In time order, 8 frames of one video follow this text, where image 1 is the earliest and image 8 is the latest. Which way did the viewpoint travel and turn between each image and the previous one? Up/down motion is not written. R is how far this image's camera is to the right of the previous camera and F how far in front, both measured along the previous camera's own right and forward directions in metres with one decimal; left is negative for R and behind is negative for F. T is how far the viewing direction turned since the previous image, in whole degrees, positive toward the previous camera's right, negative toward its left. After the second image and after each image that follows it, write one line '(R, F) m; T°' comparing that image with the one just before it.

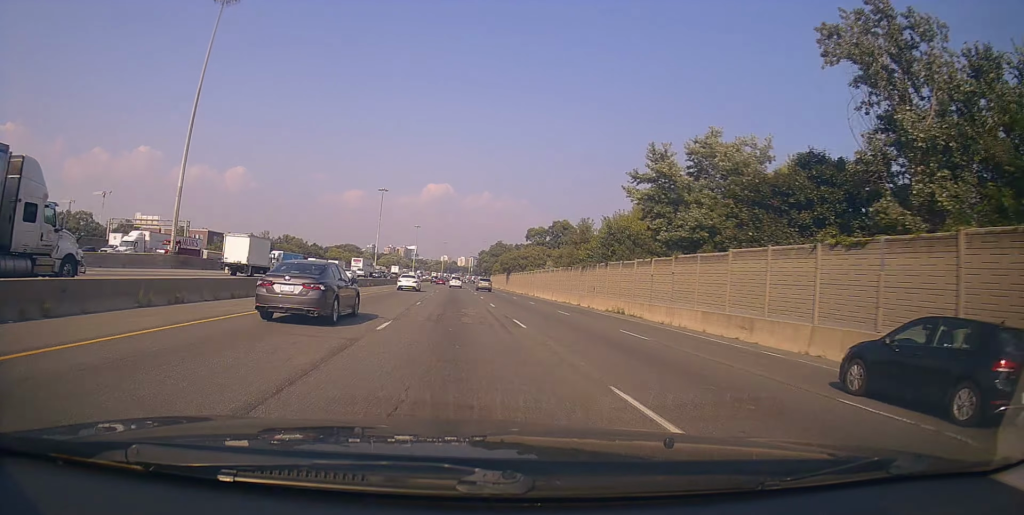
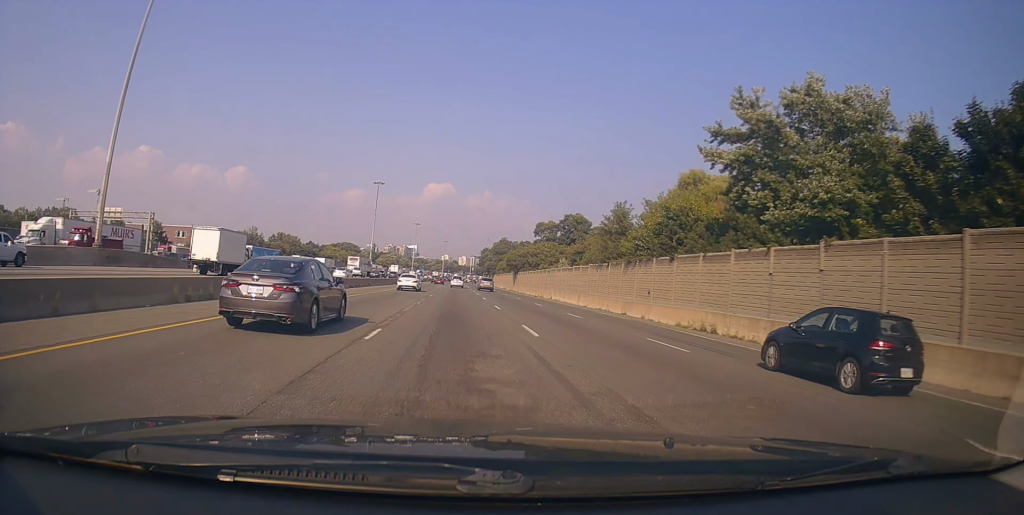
(+0.1, +14.6) m; 0°
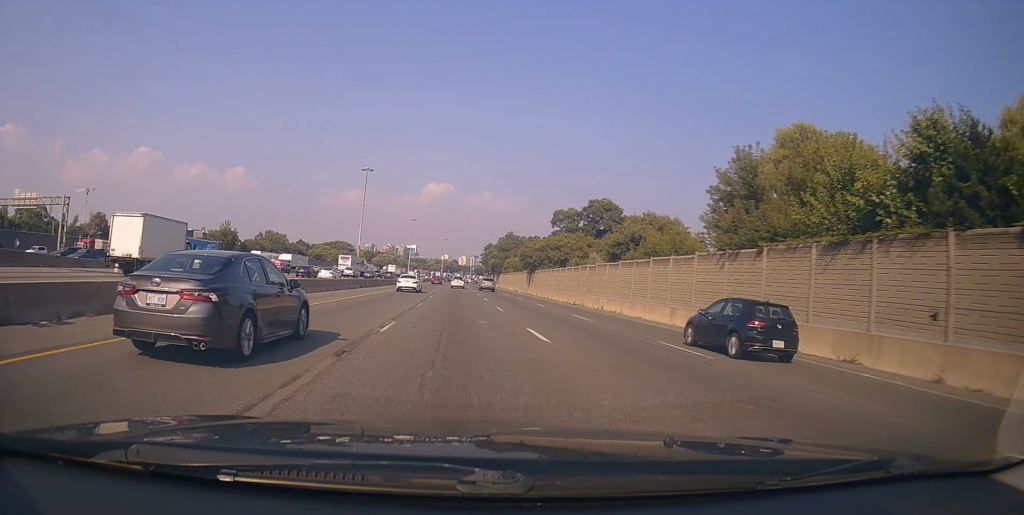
(-0.3, +24.6) m; -1°
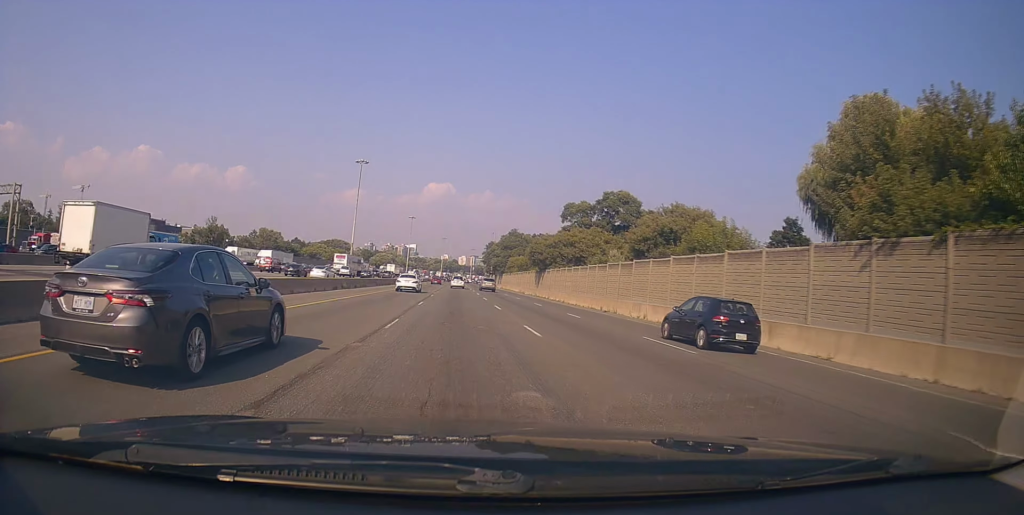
(0.0, +10.8) m; 0°
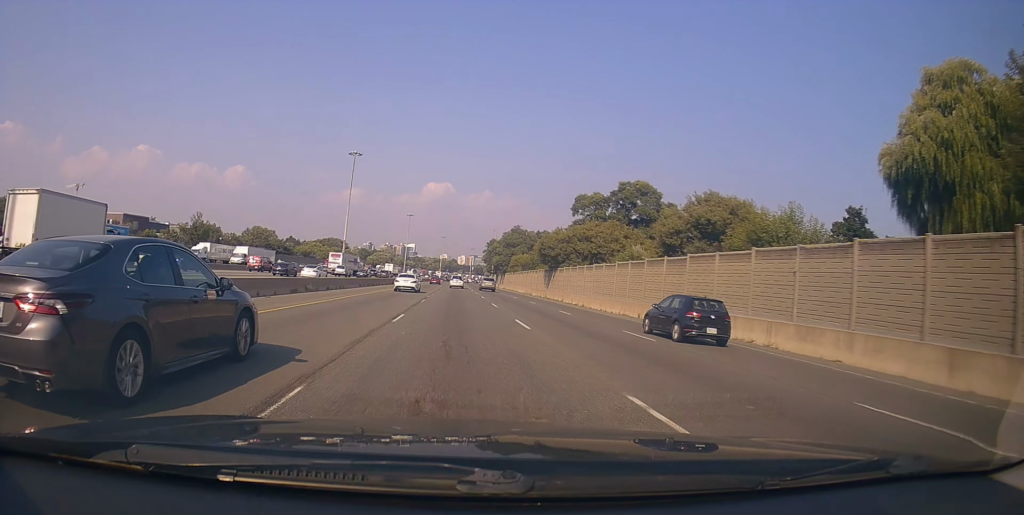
(-0.1, +10.0) m; 0°
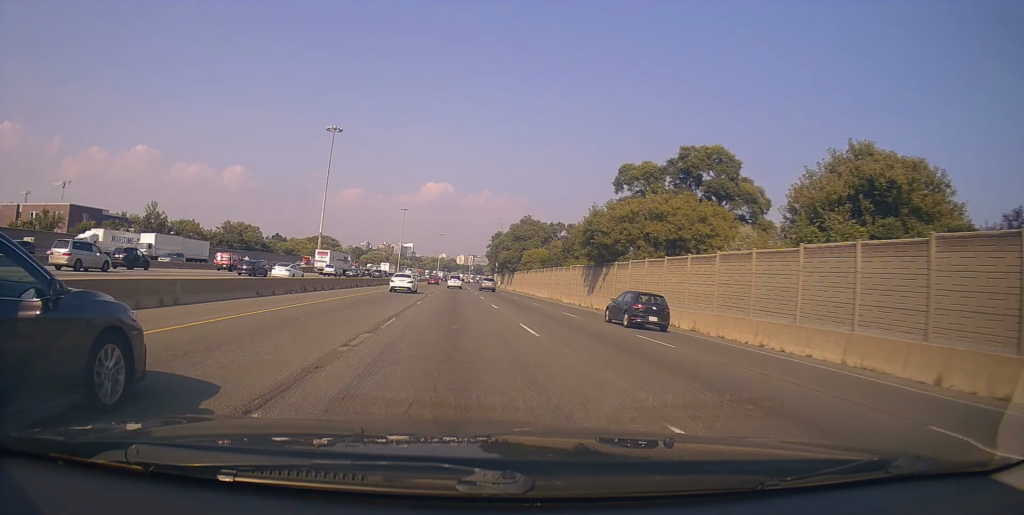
(+0.4, +25.7) m; +1°
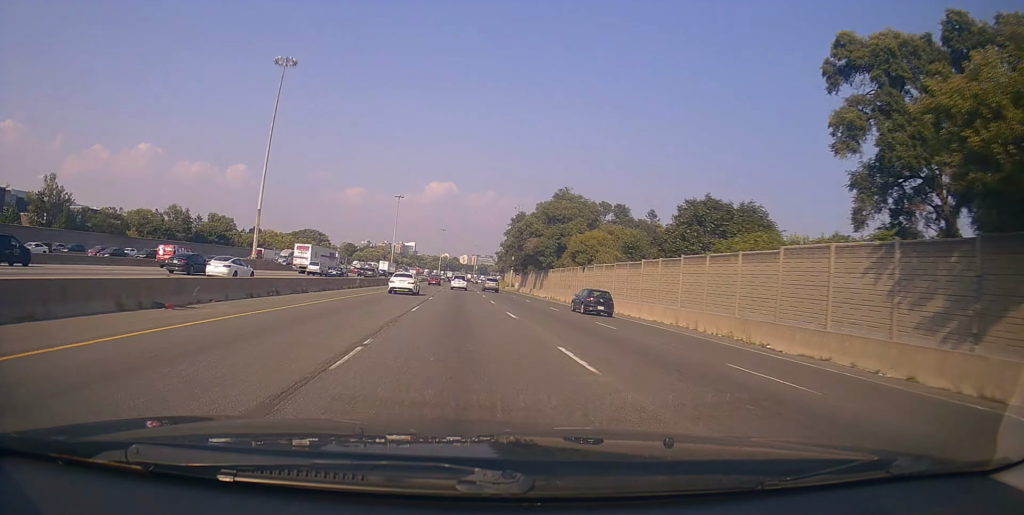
(0.0, +42.3) m; 0°
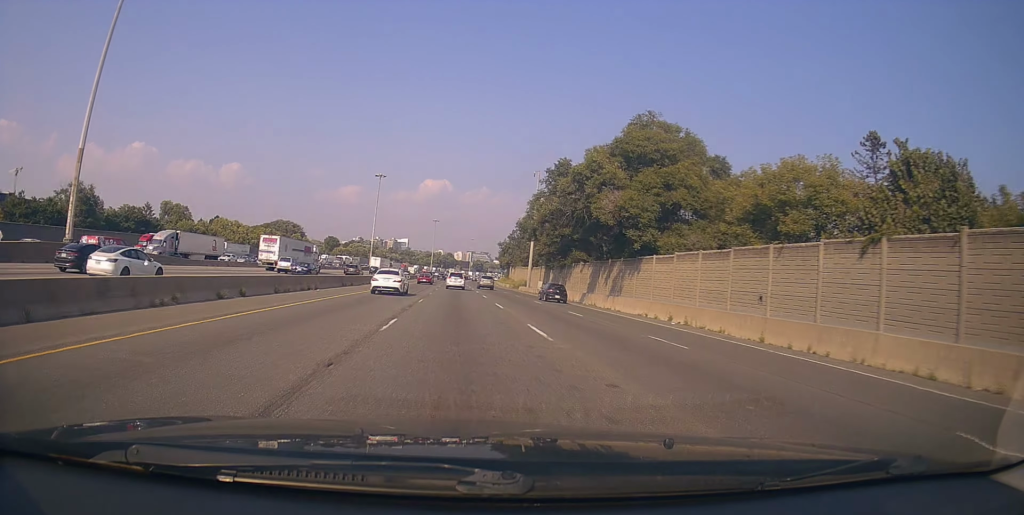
(-0.8, +44.3) m; -1°
